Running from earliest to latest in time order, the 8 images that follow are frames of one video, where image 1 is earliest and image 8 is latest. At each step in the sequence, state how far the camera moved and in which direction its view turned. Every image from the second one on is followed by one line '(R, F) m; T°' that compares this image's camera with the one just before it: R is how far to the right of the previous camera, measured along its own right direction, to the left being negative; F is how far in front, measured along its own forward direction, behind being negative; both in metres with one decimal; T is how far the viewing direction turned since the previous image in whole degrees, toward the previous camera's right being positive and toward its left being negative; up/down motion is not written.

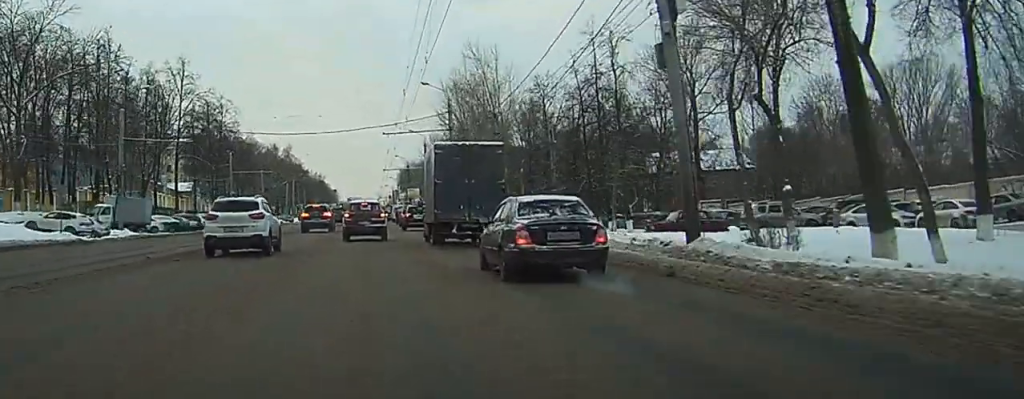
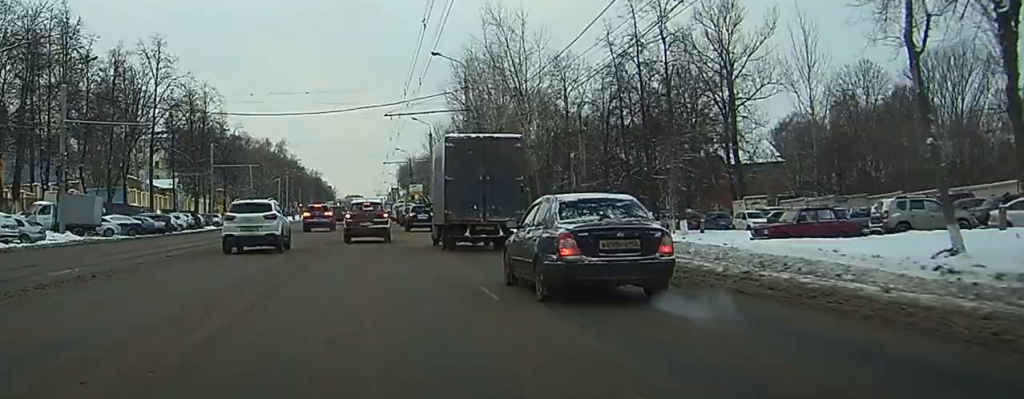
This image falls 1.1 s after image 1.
(0.0, +12.4) m; 0°
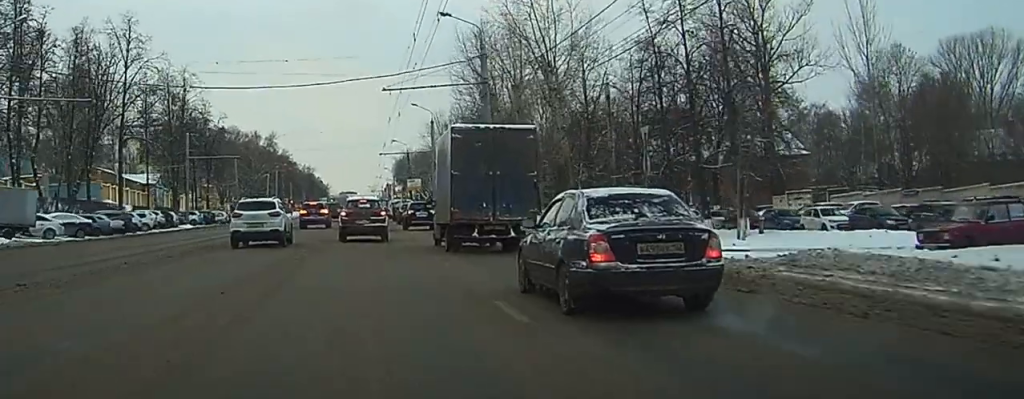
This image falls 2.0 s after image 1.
(0.0, +10.7) m; 0°
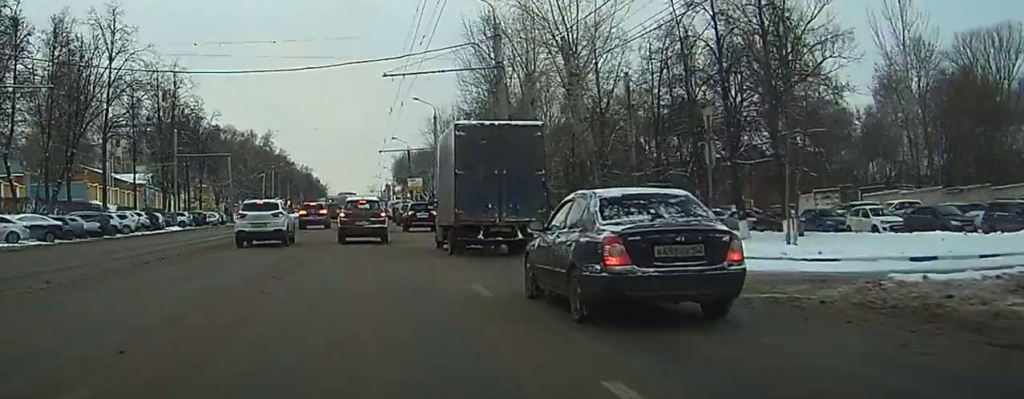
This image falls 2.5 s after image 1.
(0.0, +5.3) m; 0°
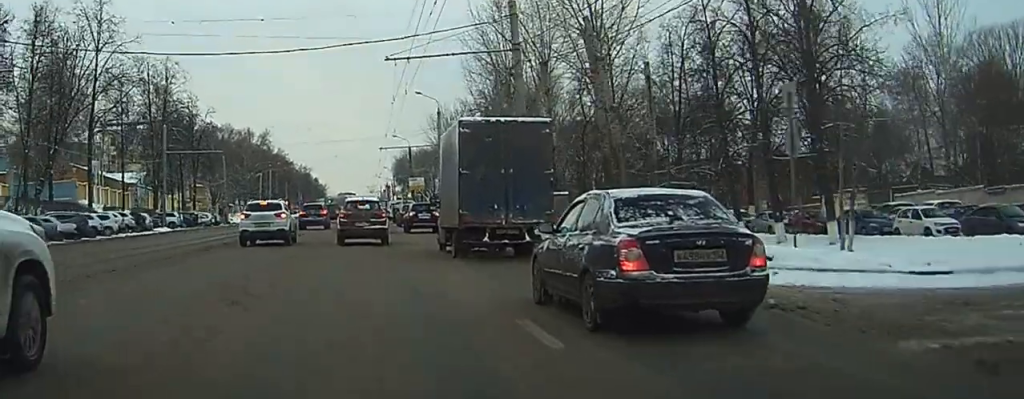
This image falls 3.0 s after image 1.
(0.0, +4.6) m; 0°
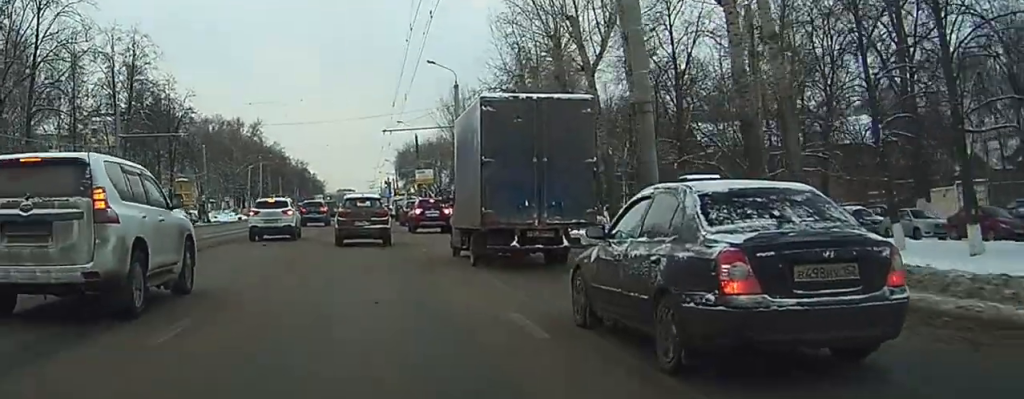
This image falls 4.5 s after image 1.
(0.0, +15.2) m; -1°
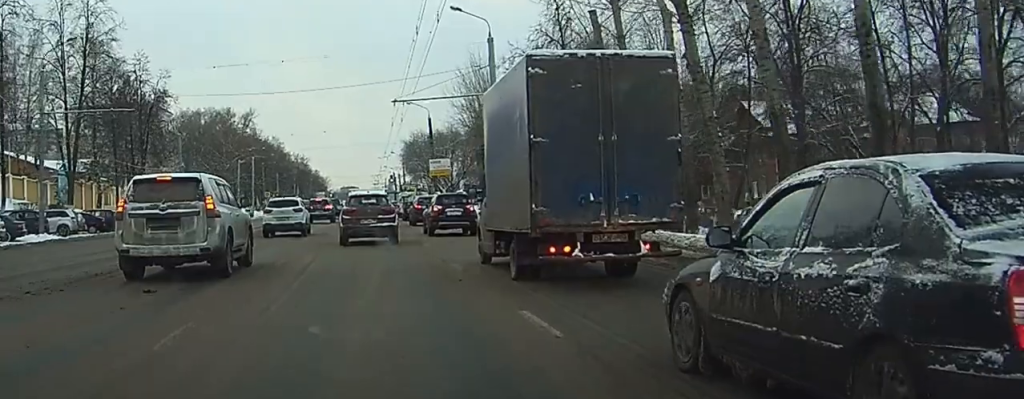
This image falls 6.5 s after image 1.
(-0.1, +17.9) m; -1°
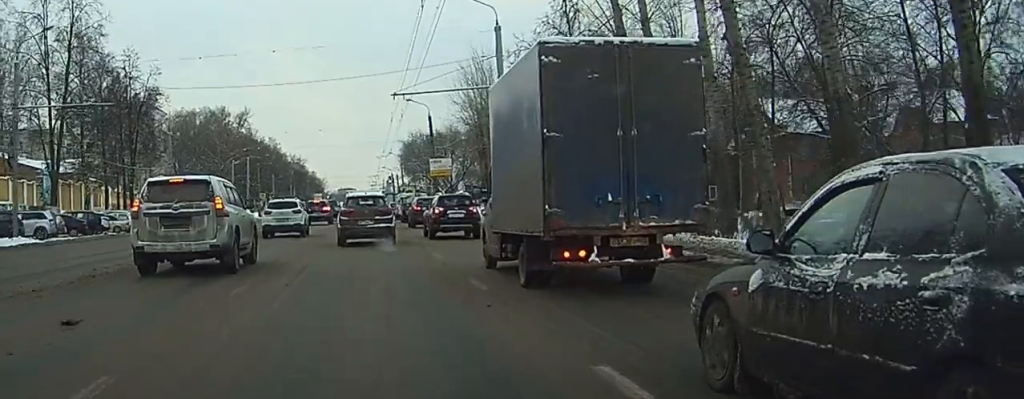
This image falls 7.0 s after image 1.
(+0.2, +4.6) m; -1°
